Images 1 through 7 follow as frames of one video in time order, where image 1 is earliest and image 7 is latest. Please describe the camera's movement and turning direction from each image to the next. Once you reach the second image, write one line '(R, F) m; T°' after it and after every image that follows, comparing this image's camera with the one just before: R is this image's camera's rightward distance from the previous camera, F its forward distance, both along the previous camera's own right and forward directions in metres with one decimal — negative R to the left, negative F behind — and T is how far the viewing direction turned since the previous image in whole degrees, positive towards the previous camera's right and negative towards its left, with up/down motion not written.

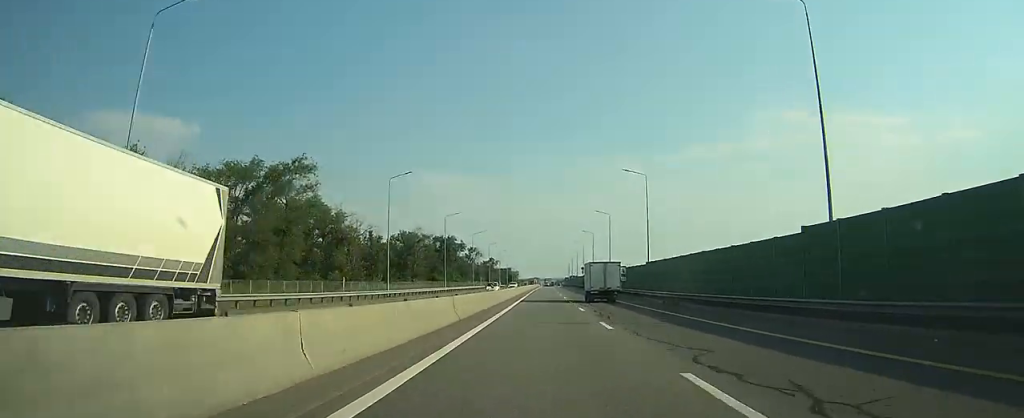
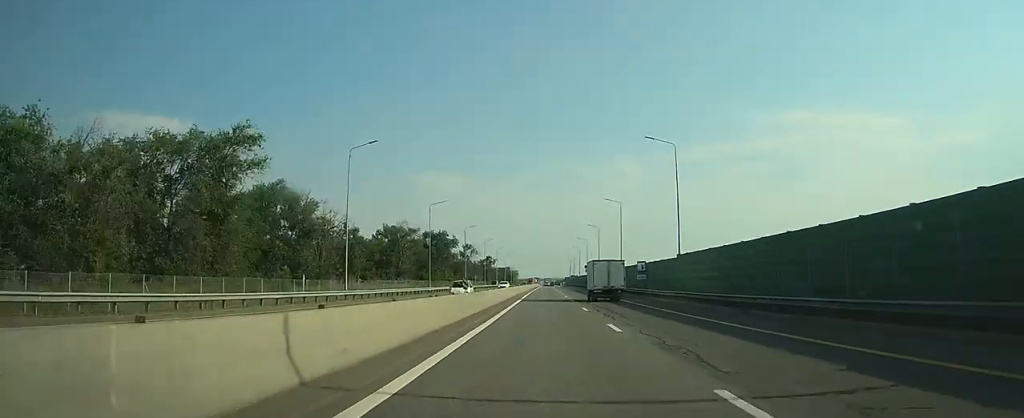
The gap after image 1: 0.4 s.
(0.0, +13.3) m; 0°
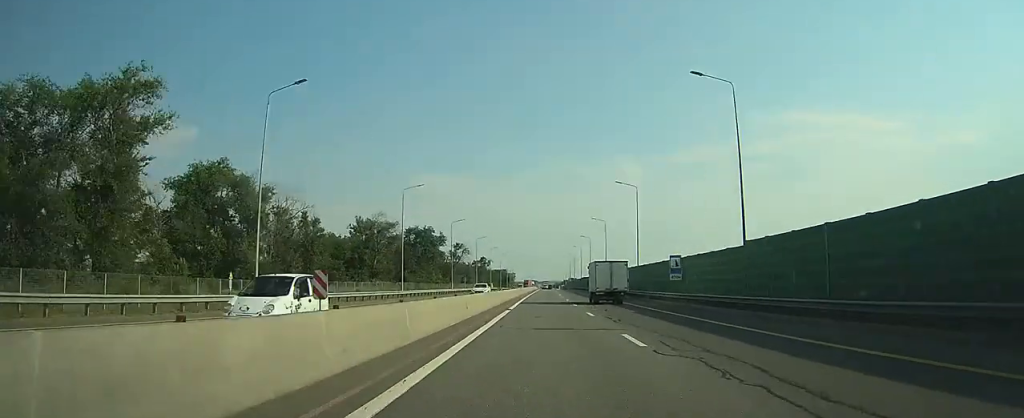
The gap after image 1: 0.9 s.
(0.0, +15.4) m; 0°
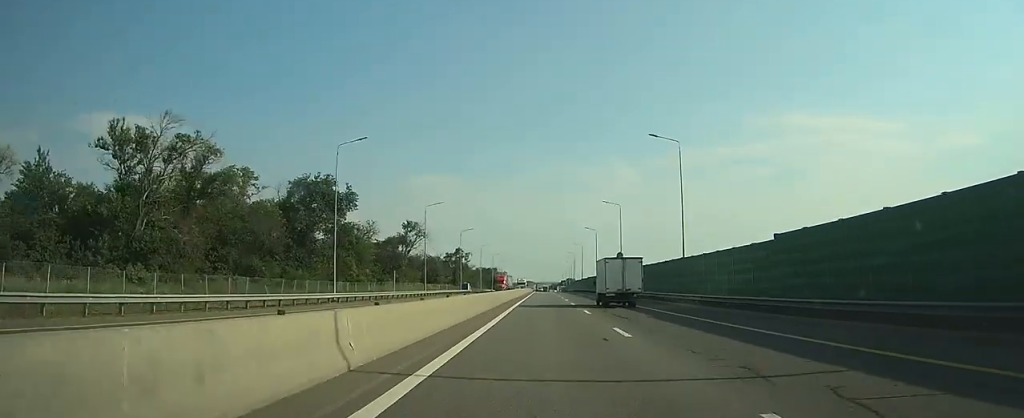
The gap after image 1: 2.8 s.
(0.0, +57.8) m; 0°
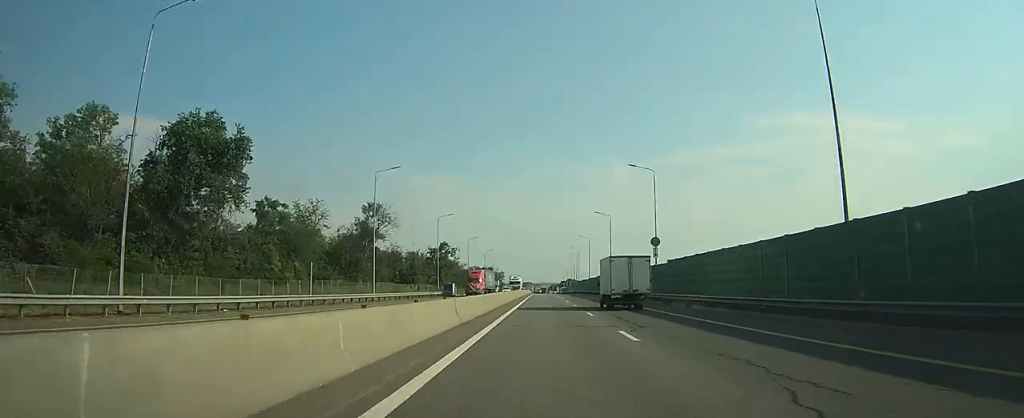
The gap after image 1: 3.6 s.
(0.0, +24.9) m; 0°
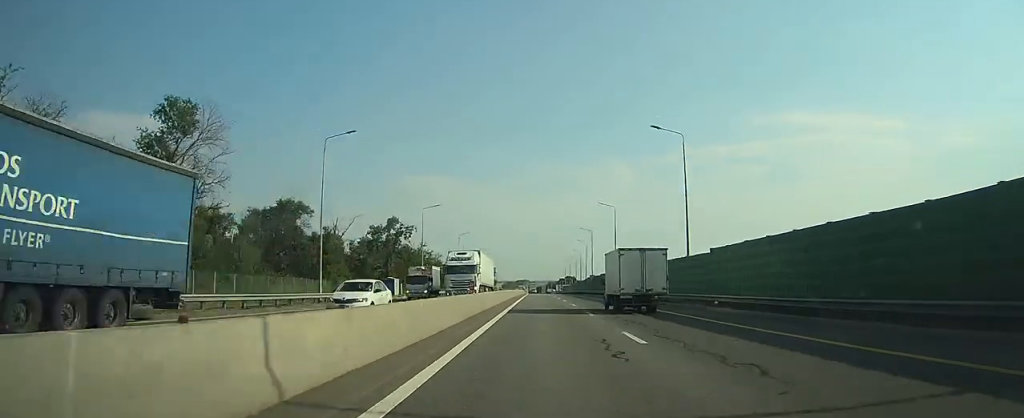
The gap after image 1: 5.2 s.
(+0.1, +48.7) m; 0°
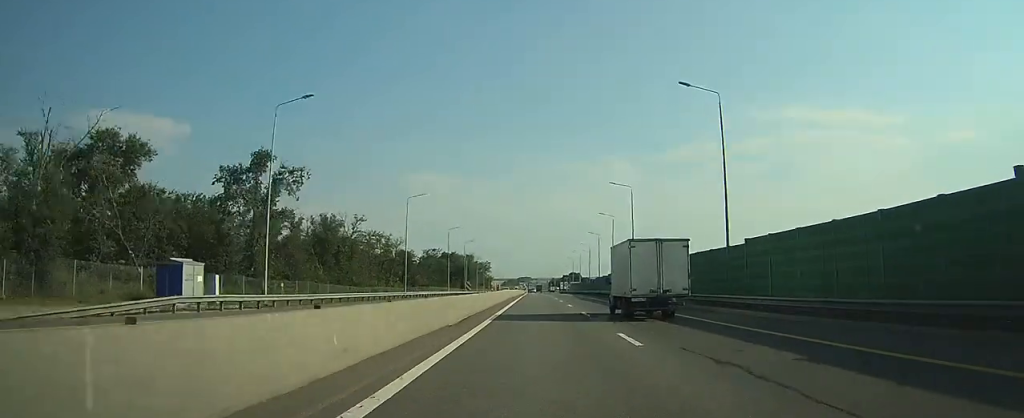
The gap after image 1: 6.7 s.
(+0.2, +48.6) m; 0°
